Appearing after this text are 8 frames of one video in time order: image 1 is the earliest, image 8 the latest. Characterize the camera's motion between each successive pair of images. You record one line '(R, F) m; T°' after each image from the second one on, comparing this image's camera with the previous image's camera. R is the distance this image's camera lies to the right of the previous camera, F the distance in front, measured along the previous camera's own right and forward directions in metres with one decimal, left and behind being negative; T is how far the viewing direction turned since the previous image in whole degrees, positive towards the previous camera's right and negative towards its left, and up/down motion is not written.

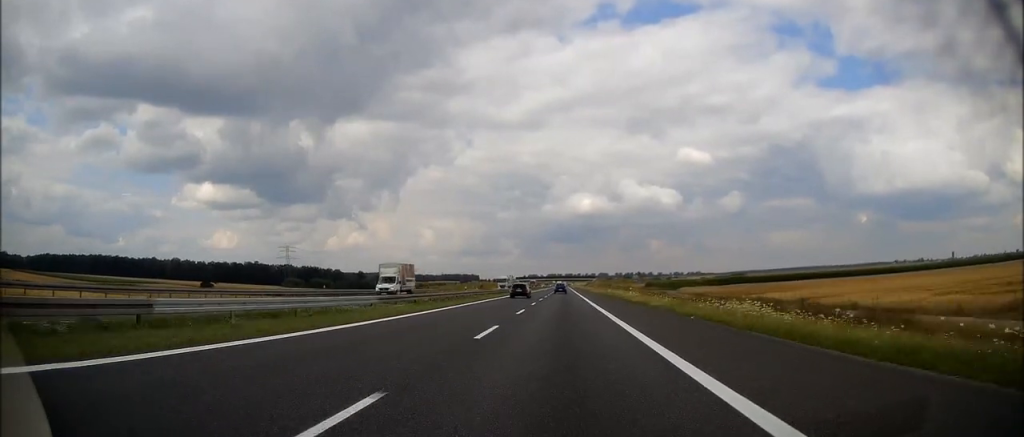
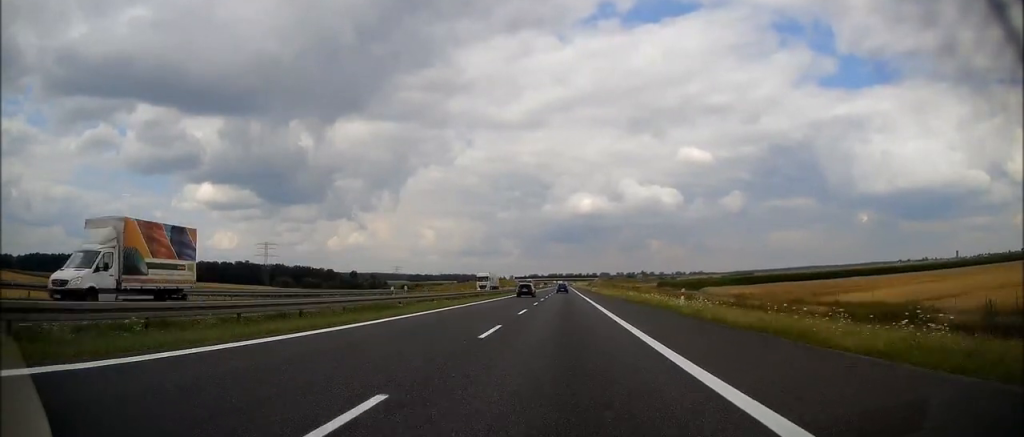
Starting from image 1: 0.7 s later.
(+0.2, +23.6) m; 0°
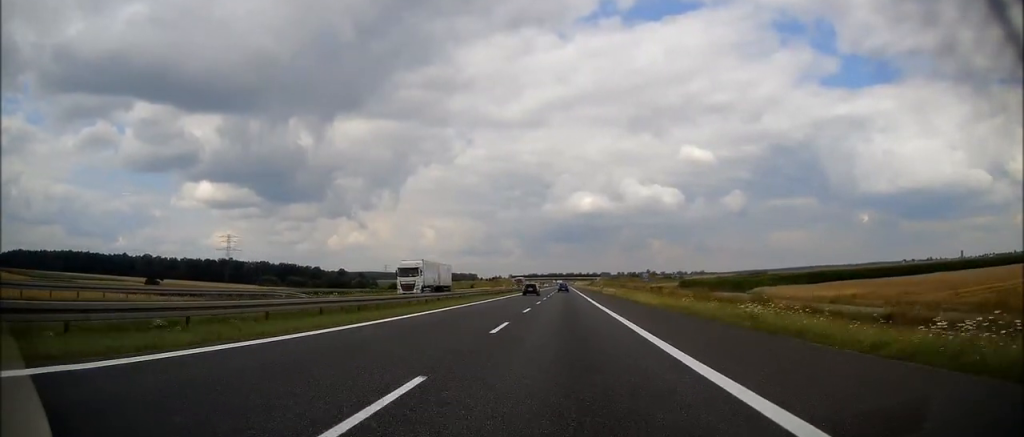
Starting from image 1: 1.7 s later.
(0.0, +34.4) m; 0°
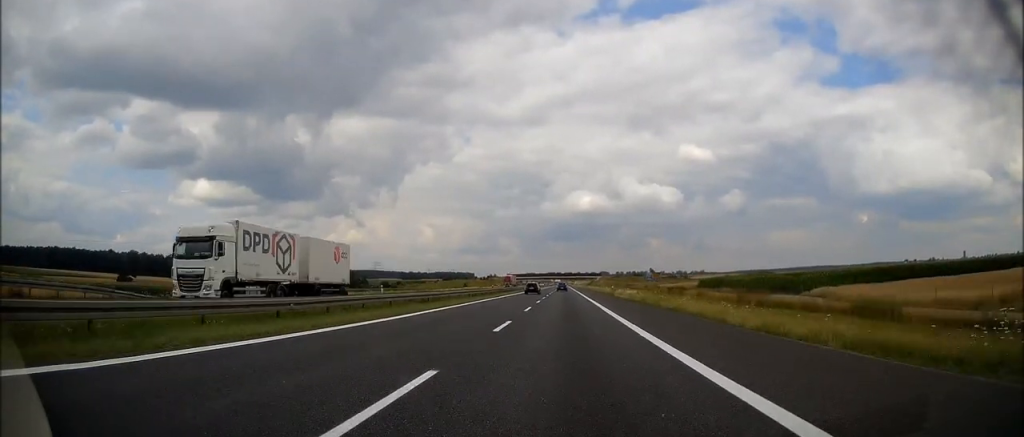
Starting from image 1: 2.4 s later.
(0.0, +23.3) m; 0°
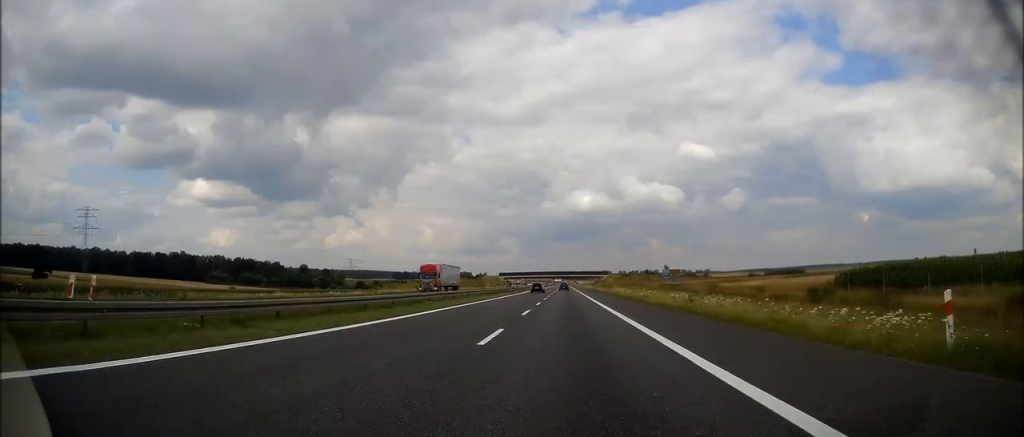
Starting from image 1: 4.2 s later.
(-0.1, +64.0) m; 0°
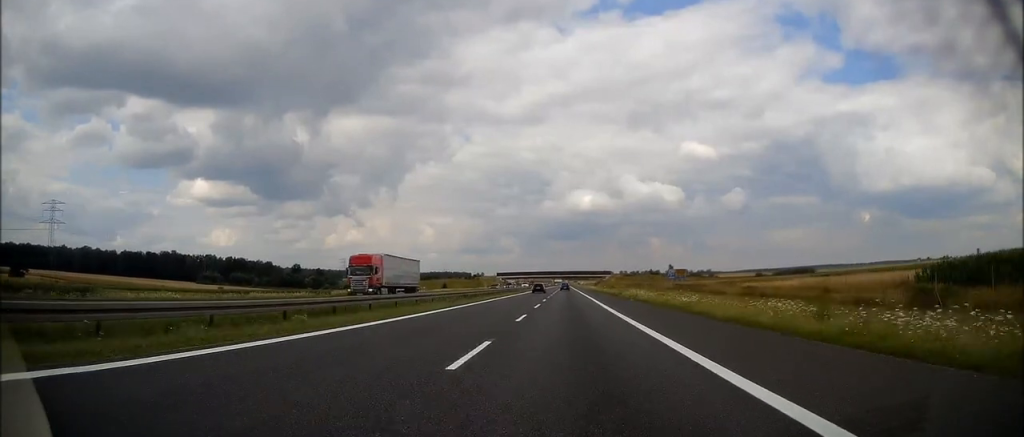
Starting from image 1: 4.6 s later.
(0.0, +15.6) m; 0°
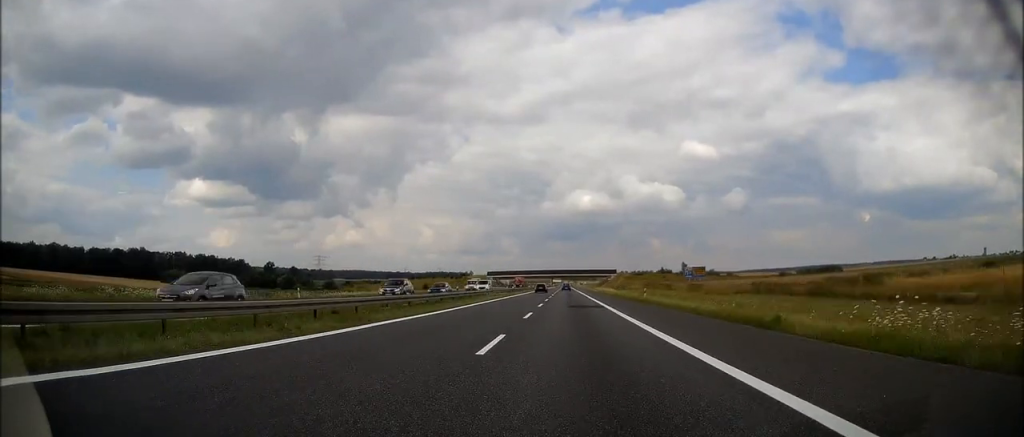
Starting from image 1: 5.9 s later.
(0.0, +46.0) m; +1°
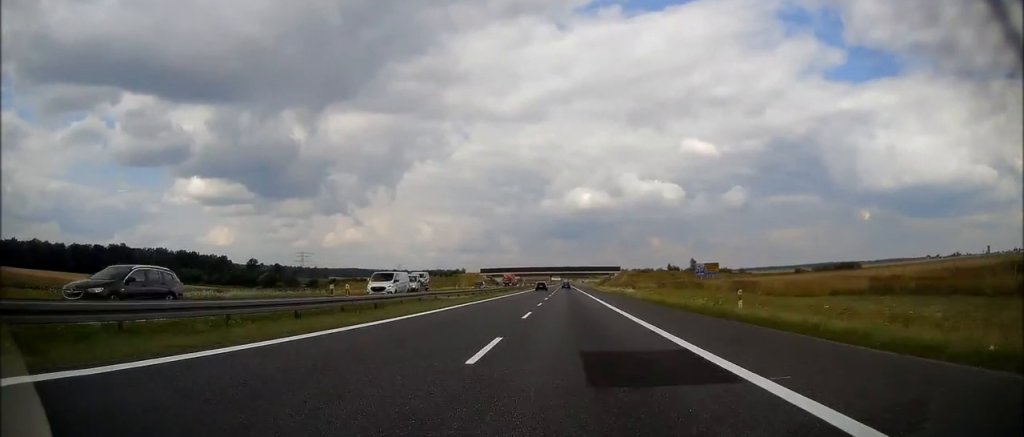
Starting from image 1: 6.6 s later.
(+0.3, +25.6) m; 0°
